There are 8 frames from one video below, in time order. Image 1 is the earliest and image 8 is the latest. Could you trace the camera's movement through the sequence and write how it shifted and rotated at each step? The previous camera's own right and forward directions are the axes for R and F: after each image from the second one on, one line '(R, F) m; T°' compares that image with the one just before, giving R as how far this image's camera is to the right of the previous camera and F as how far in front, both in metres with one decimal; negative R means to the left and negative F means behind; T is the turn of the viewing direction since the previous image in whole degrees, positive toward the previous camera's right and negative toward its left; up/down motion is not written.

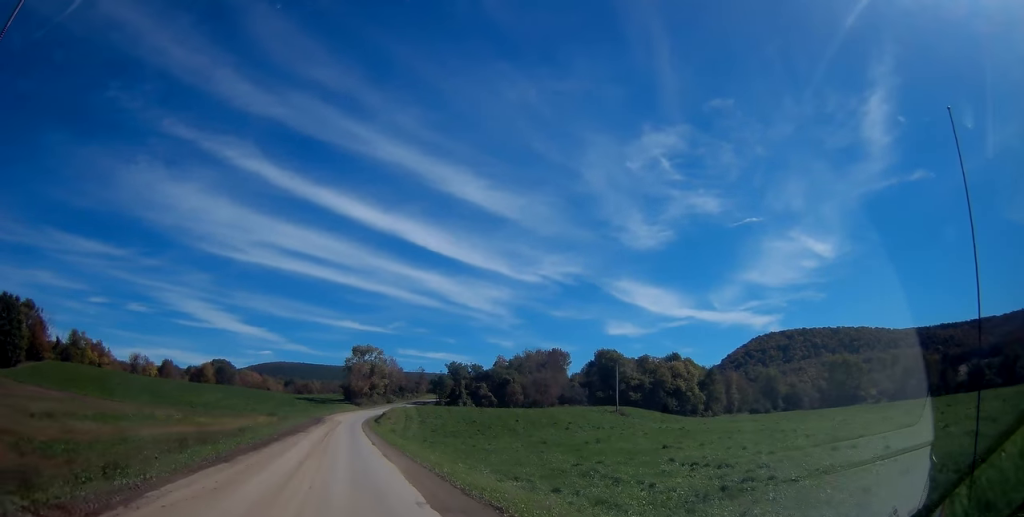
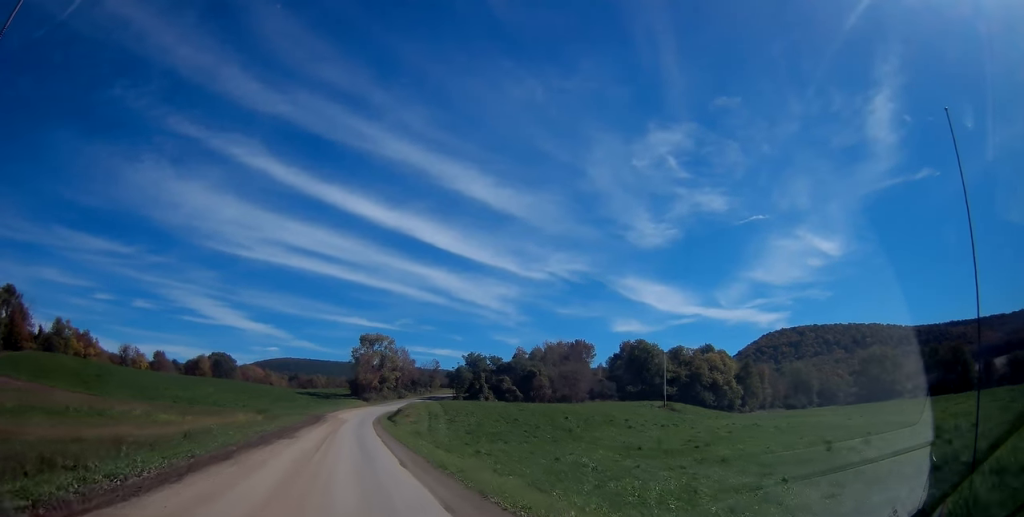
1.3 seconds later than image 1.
(0.0, +16.2) m; 0°
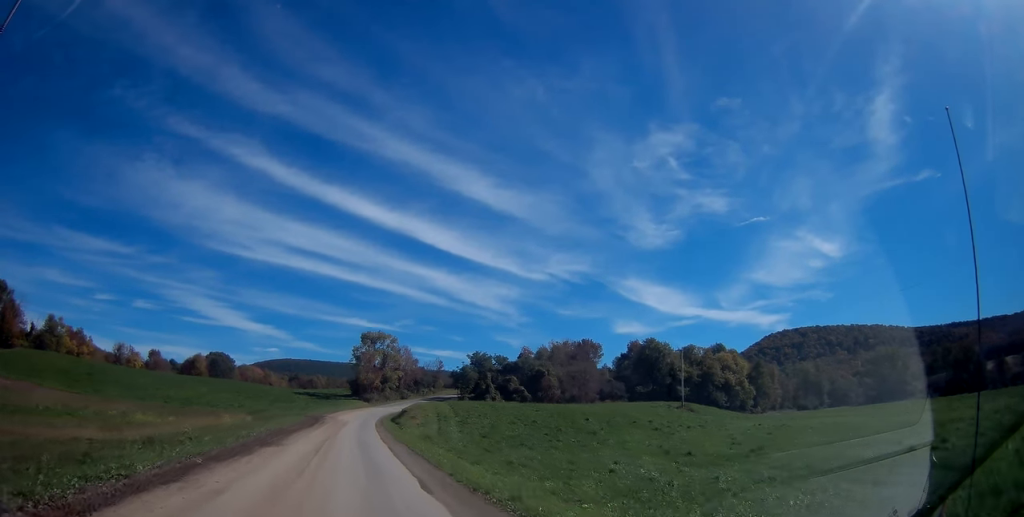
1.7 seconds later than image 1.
(0.0, +5.5) m; 0°
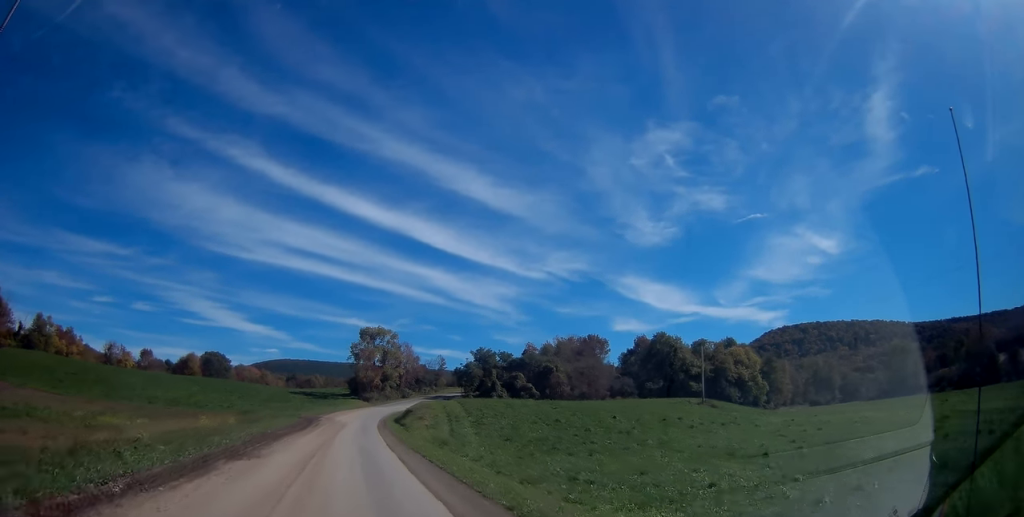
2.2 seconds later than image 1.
(0.0, +6.5) m; +1°
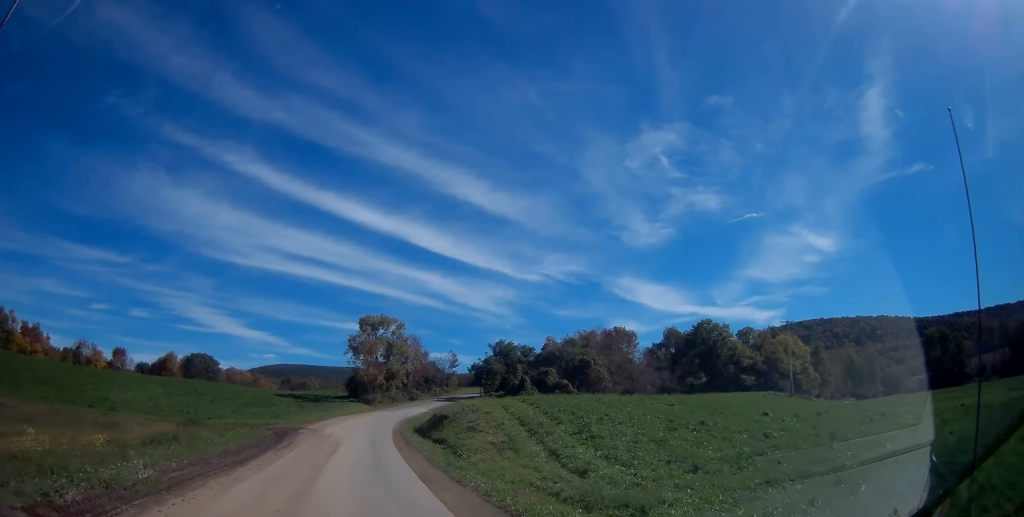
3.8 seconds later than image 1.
(+0.5, +21.1) m; +1°
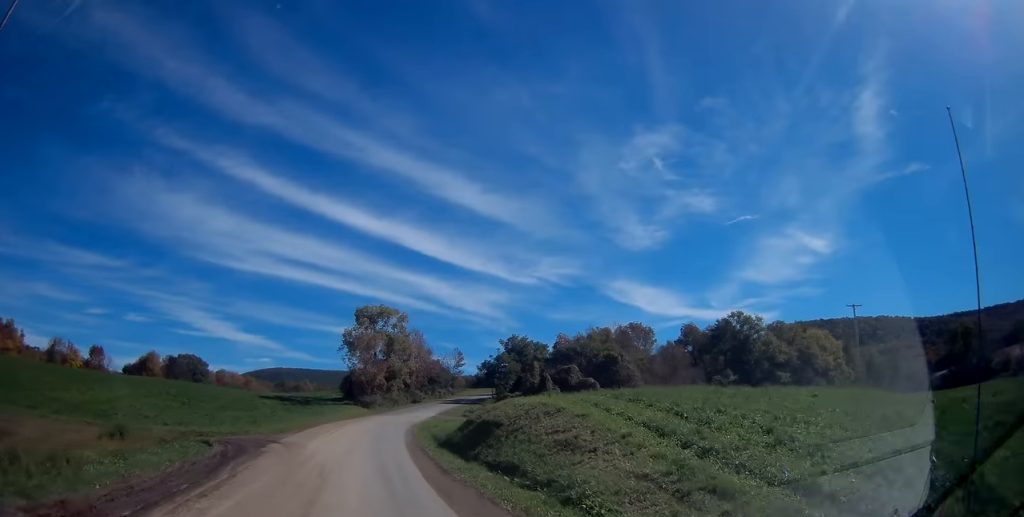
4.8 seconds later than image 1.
(-0.3, +13.0) m; 0°
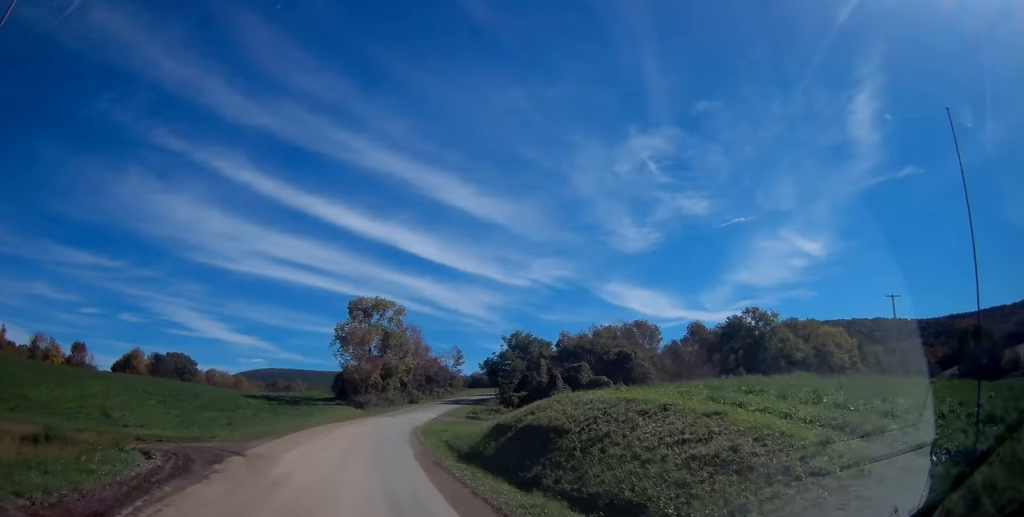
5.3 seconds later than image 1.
(+0.2, +7.3) m; +1°
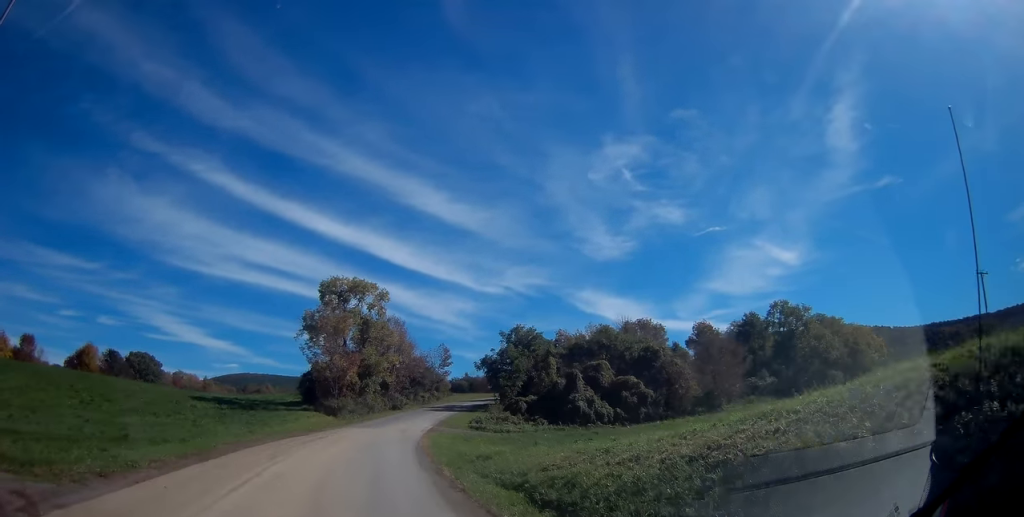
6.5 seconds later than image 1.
(+0.2, +15.9) m; +2°
